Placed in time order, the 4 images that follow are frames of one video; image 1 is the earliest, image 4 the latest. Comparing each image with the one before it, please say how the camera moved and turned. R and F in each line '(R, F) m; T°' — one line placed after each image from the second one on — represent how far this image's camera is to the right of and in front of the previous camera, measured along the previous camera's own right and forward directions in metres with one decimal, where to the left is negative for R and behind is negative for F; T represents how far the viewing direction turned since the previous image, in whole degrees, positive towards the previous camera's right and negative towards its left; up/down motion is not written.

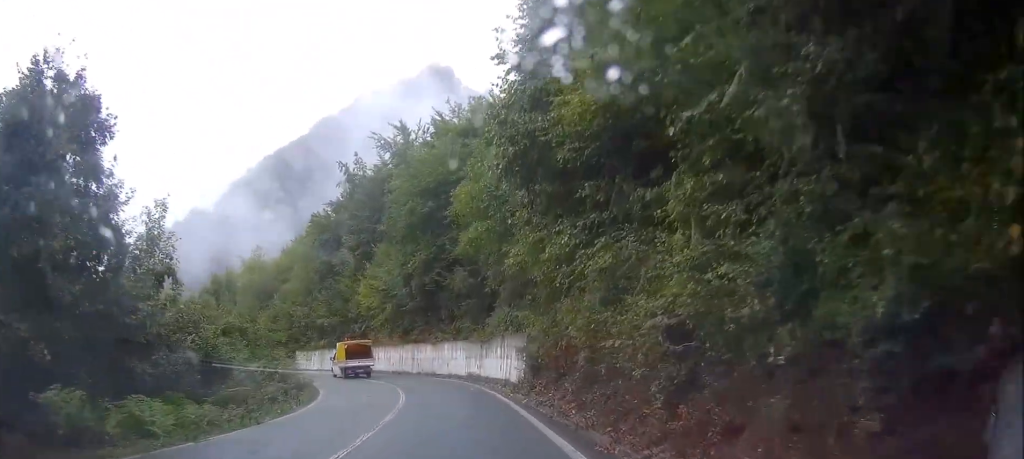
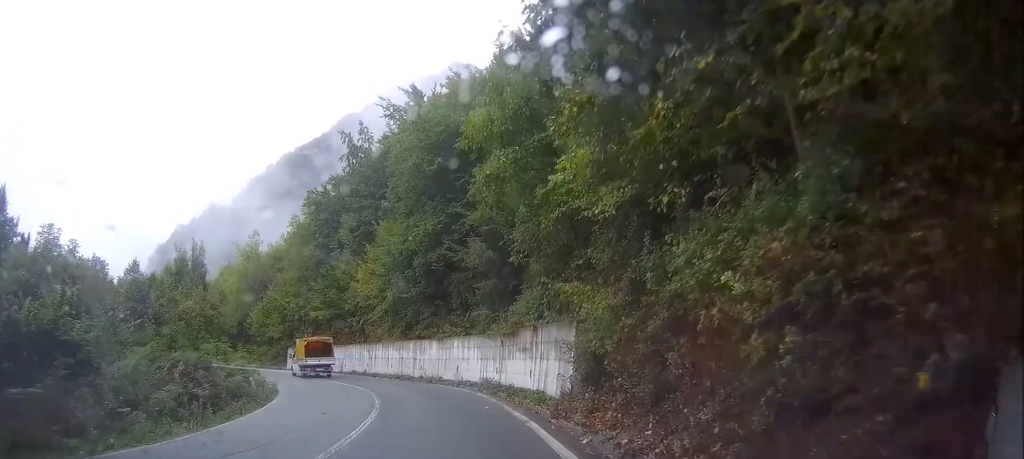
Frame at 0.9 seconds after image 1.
(-0.2, +9.8) m; -4°
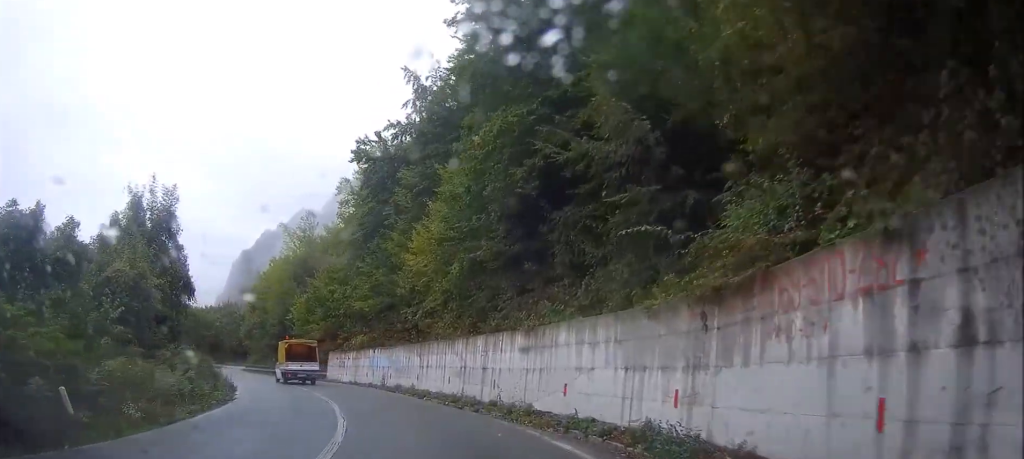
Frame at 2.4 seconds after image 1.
(-1.2, +15.9) m; -11°
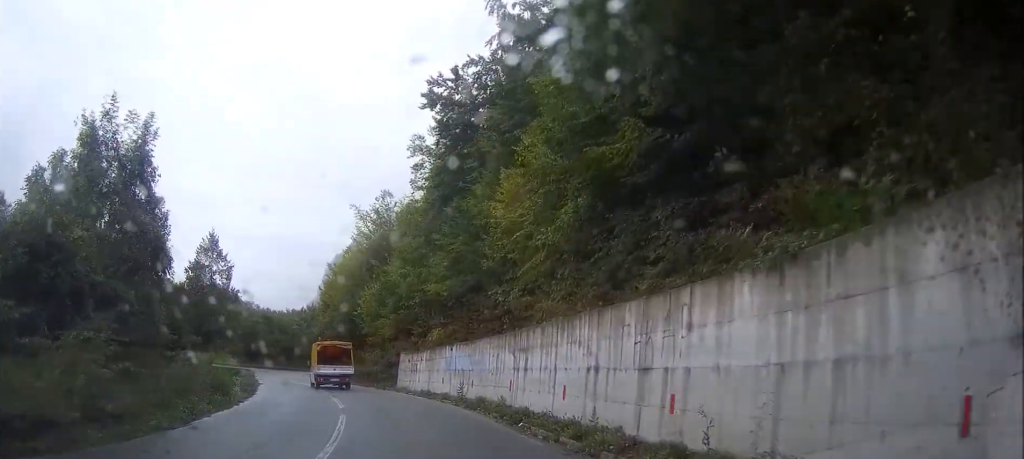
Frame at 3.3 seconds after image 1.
(-0.8, +10.6) m; -9°
